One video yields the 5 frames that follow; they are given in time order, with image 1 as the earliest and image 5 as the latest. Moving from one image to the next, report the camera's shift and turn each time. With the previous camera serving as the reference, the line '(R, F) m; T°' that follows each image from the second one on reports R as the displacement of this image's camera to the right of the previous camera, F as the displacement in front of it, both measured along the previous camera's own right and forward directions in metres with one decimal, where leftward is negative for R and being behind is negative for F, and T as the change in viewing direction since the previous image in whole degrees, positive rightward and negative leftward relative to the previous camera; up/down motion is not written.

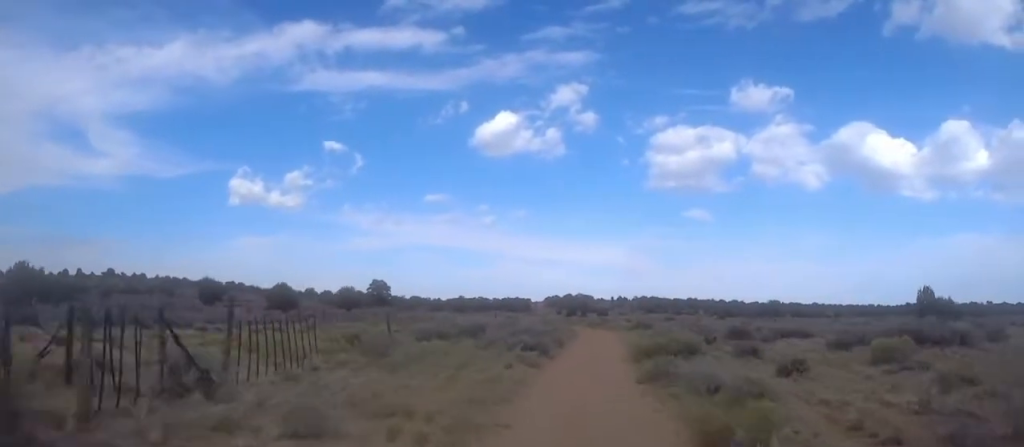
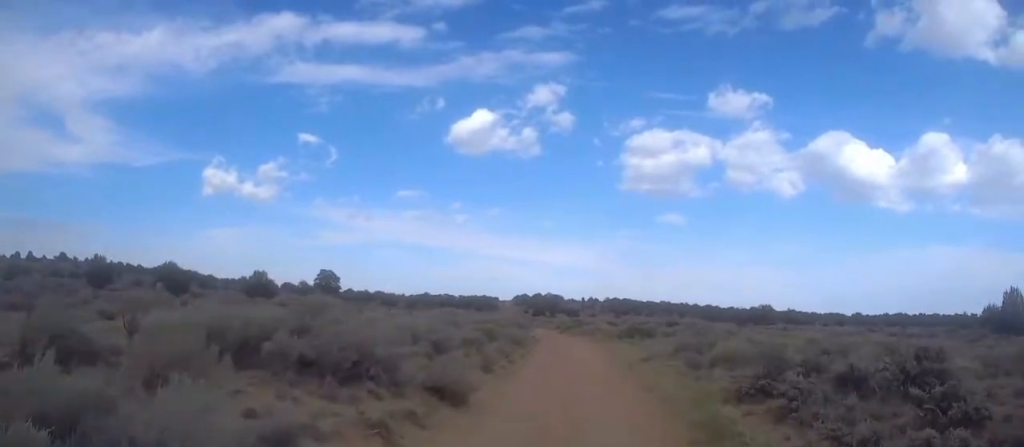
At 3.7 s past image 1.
(+0.2, +25.5) m; 0°
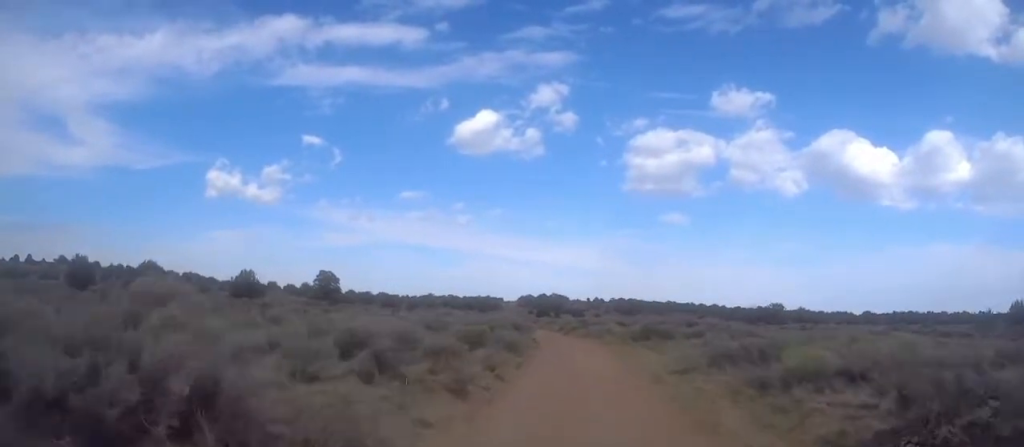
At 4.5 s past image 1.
(+0.1, +6.1) m; 0°
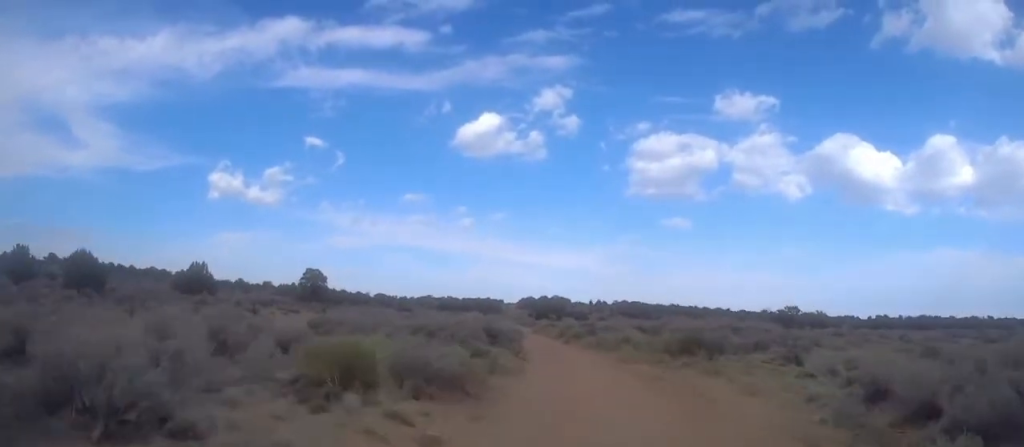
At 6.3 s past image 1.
(-0.3, +13.2) m; -1°
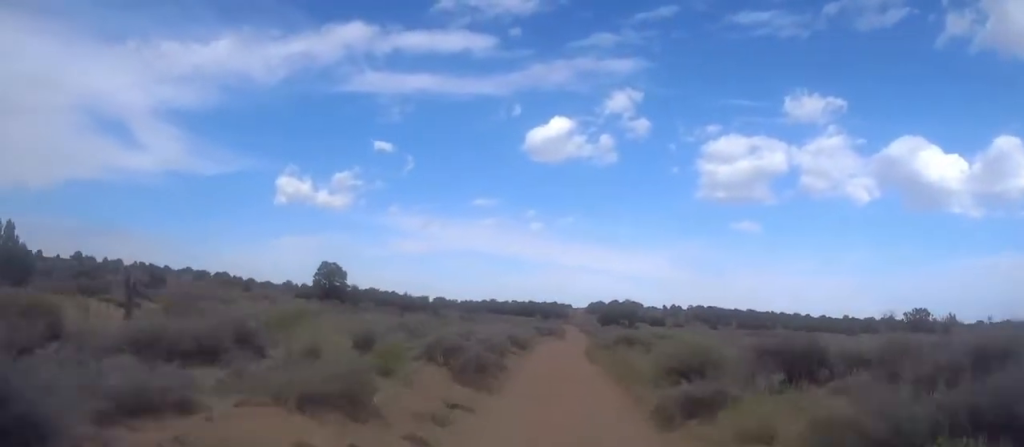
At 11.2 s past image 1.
(-0.9, +37.7) m; -3°
